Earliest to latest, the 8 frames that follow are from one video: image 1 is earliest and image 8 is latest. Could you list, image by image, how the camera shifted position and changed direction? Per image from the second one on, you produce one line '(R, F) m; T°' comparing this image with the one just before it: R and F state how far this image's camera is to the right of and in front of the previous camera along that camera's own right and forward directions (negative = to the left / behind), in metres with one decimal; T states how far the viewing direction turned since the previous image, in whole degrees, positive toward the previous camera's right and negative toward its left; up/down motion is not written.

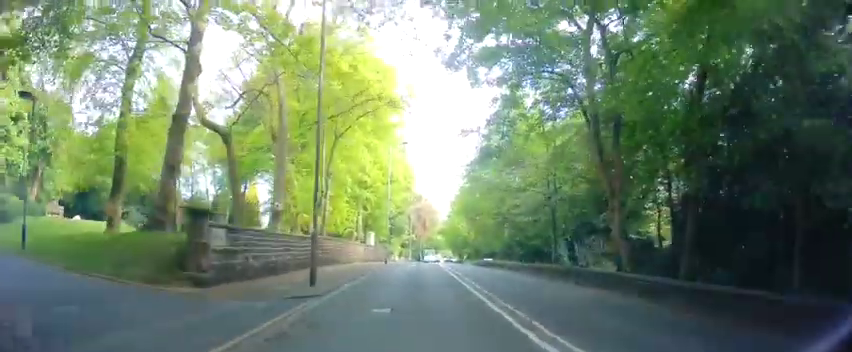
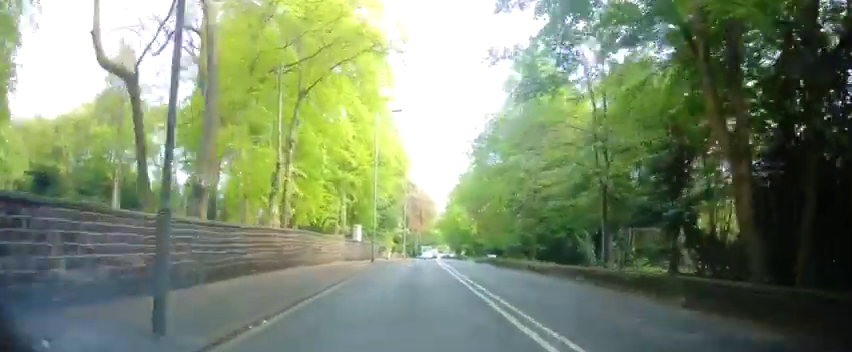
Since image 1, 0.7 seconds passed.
(+0.2, +8.2) m; +1°
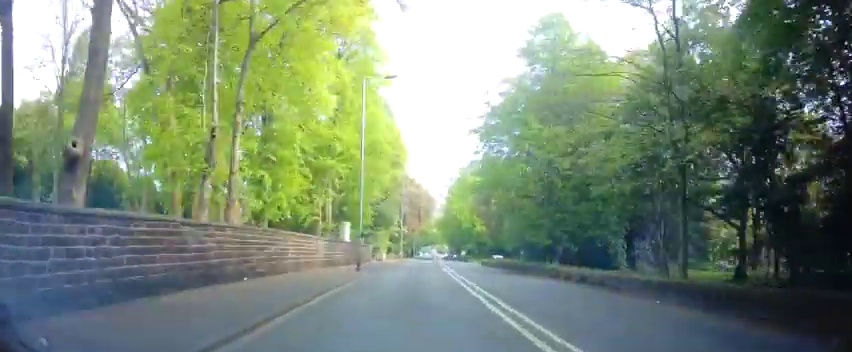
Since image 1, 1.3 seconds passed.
(+0.3, +6.5) m; 0°
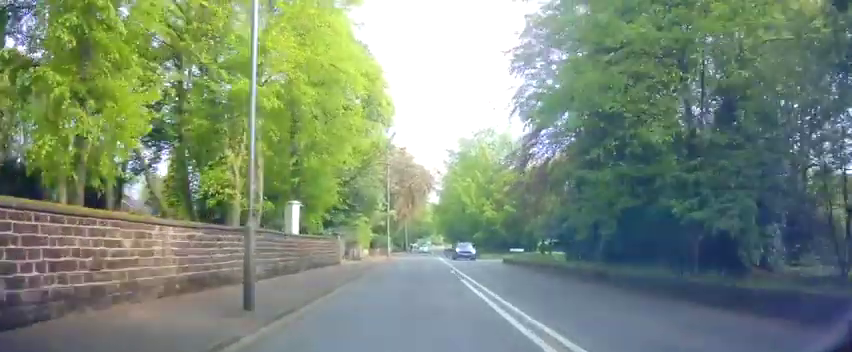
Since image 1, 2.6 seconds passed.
(-0.7, +15.2) m; -3°
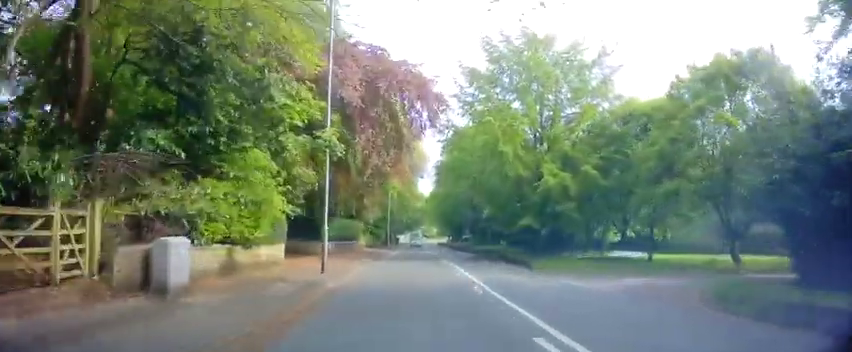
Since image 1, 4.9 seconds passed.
(+0.9, +27.3) m; +4°
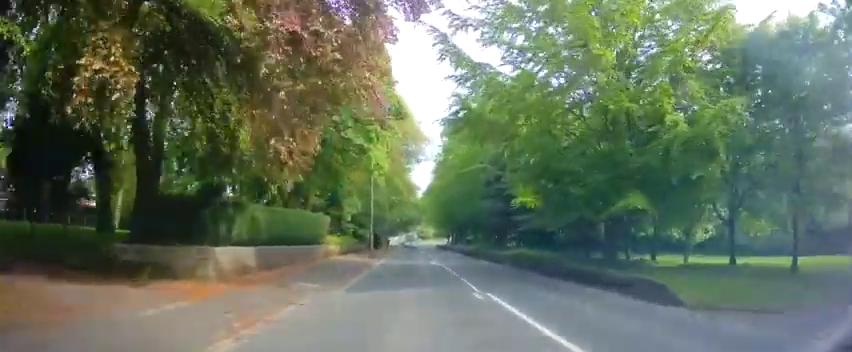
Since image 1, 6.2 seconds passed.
(+0.1, +14.9) m; +1°
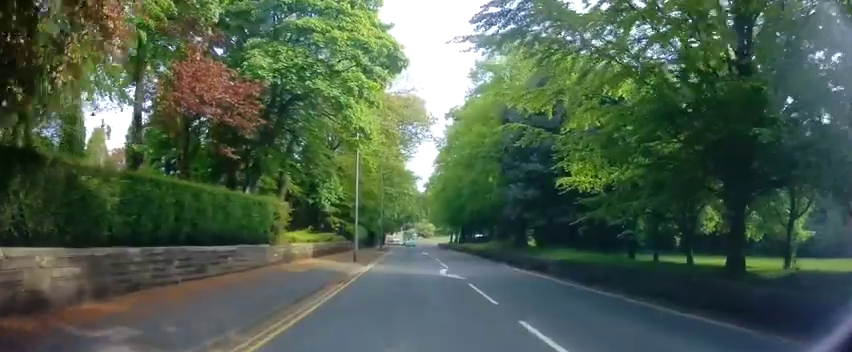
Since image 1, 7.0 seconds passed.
(+0.1, +9.3) m; 0°
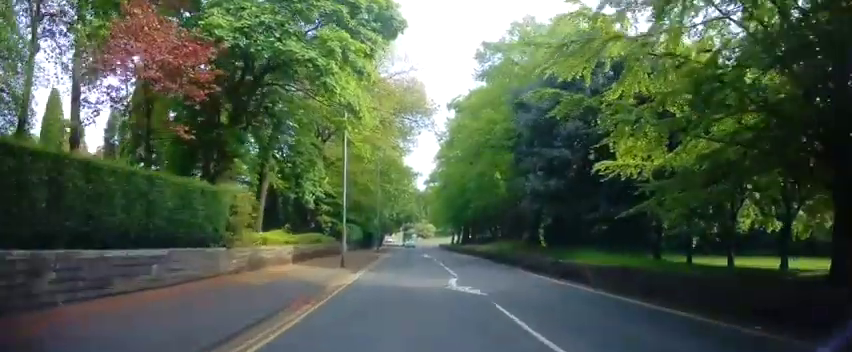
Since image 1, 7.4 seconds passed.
(0.0, +4.4) m; 0°
